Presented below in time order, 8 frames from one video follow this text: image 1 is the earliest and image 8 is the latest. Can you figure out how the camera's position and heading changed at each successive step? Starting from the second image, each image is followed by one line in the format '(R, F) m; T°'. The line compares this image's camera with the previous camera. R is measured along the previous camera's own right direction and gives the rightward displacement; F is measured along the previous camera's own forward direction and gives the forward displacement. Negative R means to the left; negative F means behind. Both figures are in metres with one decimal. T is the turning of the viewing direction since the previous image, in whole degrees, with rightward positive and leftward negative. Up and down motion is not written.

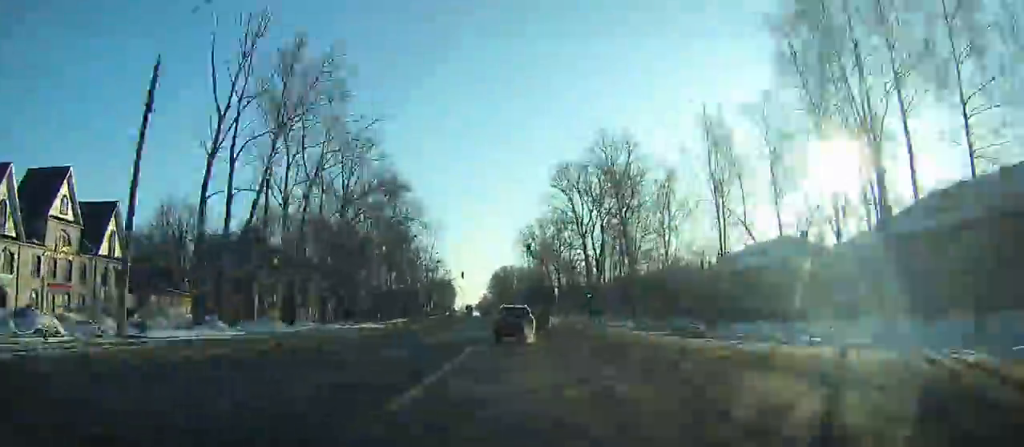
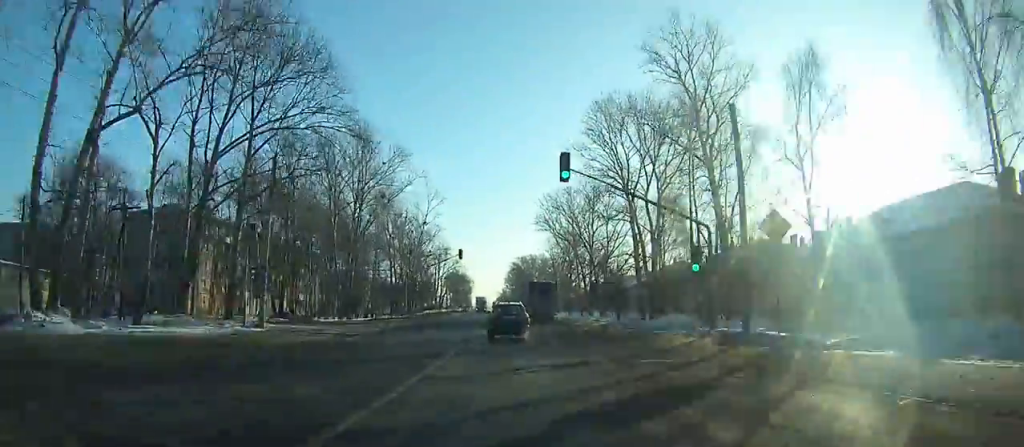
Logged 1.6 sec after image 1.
(-0.5, +29.7) m; -2°
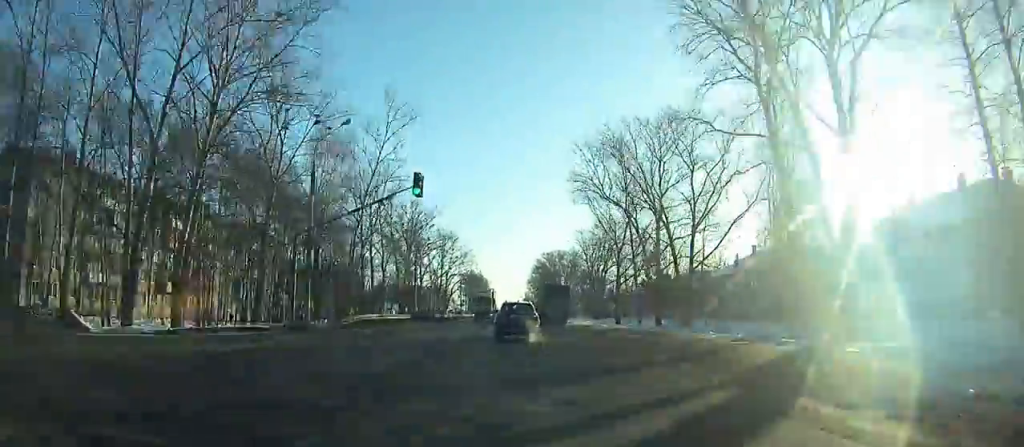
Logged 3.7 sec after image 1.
(-1.0, +38.6) m; -2°
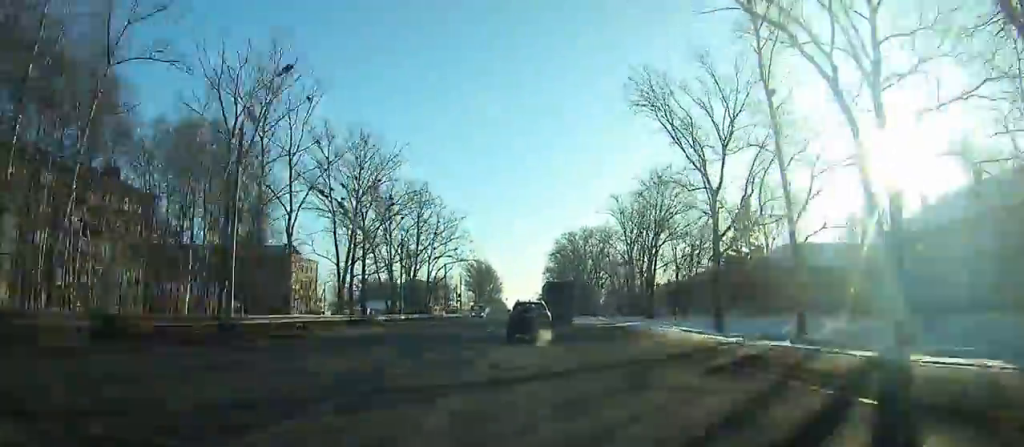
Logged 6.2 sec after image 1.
(-0.6, +45.5) m; 0°
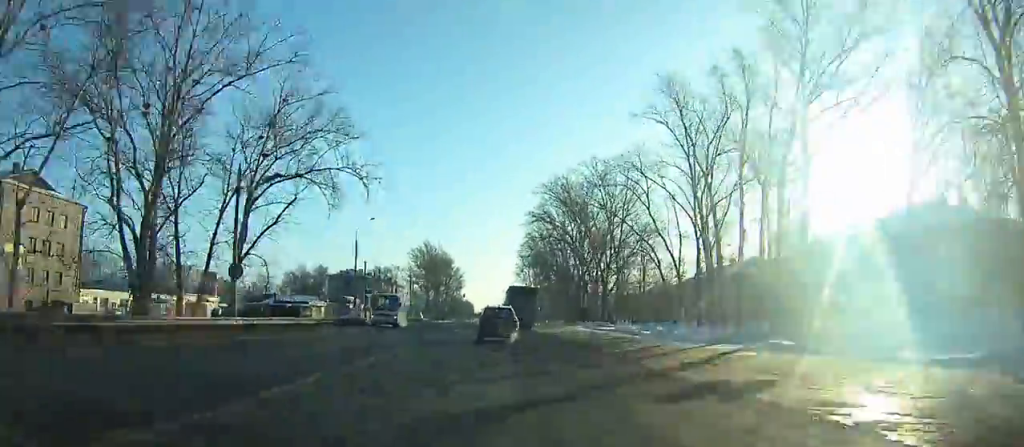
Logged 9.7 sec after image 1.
(+0.3, +63.2) m; 0°
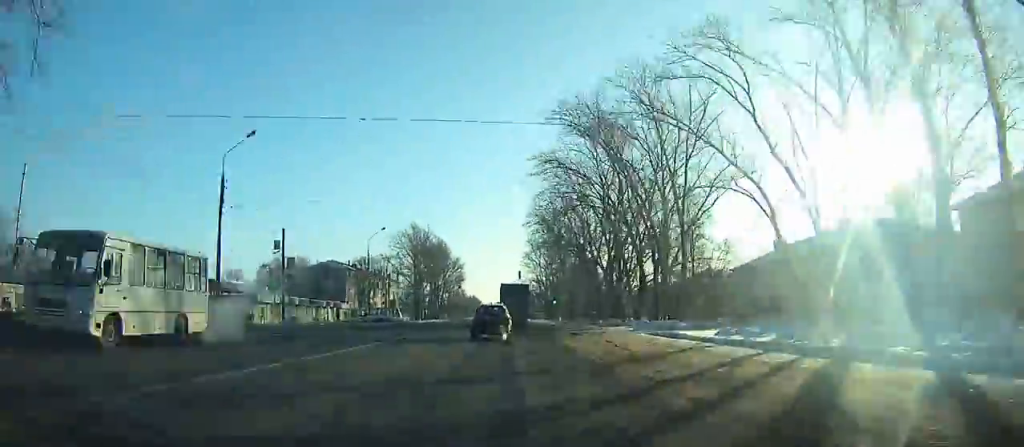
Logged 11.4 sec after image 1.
(0.0, +30.6) m; -1°
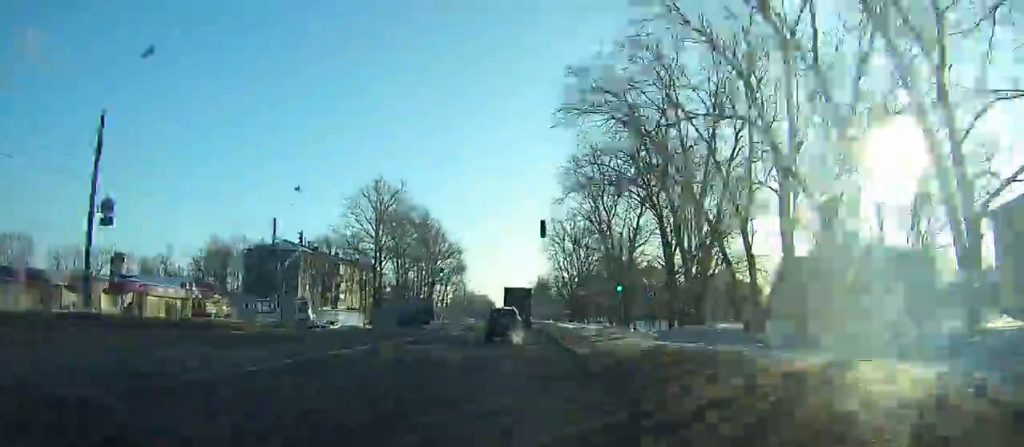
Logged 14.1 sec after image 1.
(-0.3, +48.7) m; -1°
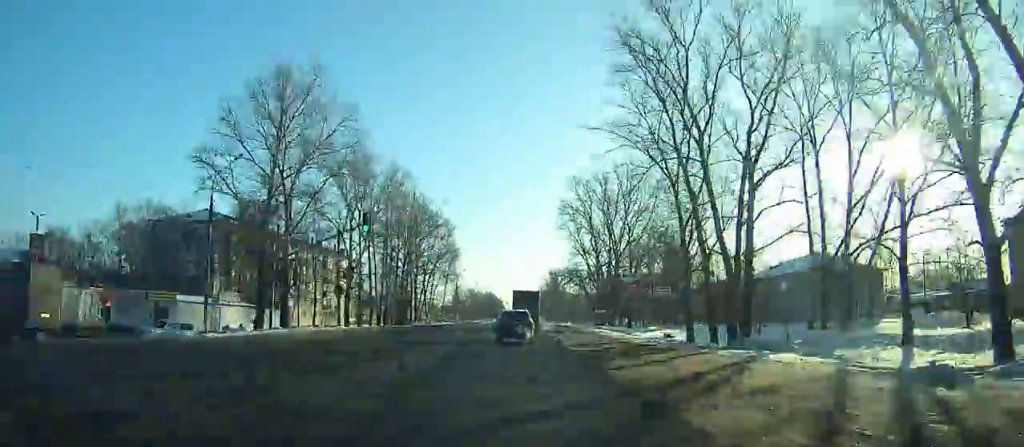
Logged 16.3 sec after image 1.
(-0.4, +40.0) m; -1°
